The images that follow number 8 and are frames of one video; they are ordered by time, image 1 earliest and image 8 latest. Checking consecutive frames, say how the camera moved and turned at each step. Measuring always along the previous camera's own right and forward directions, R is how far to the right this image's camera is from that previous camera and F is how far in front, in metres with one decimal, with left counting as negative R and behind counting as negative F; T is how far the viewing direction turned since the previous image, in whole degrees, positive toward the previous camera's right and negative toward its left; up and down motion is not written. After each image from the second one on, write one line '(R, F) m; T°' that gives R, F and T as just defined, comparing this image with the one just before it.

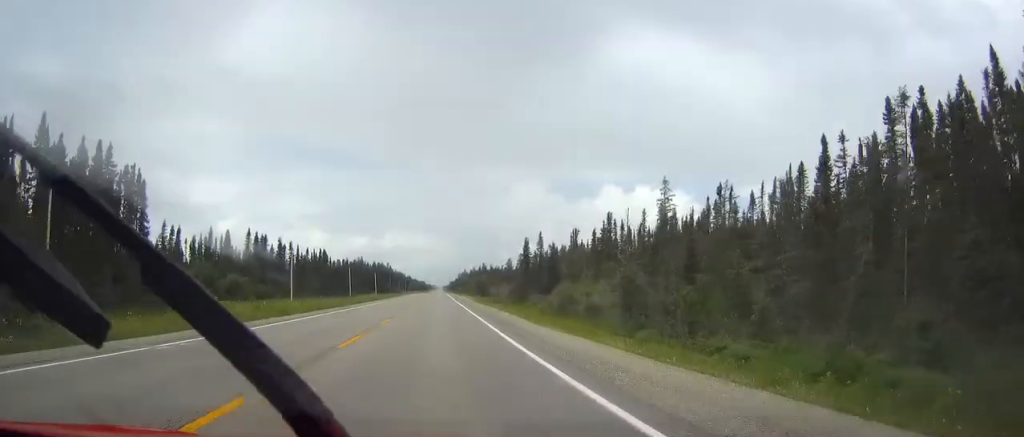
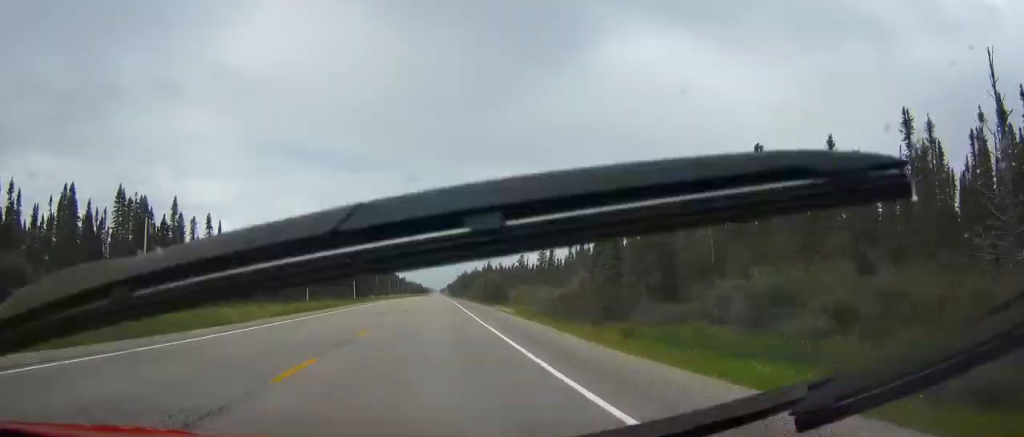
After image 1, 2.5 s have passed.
(0.0, +78.8) m; 0°
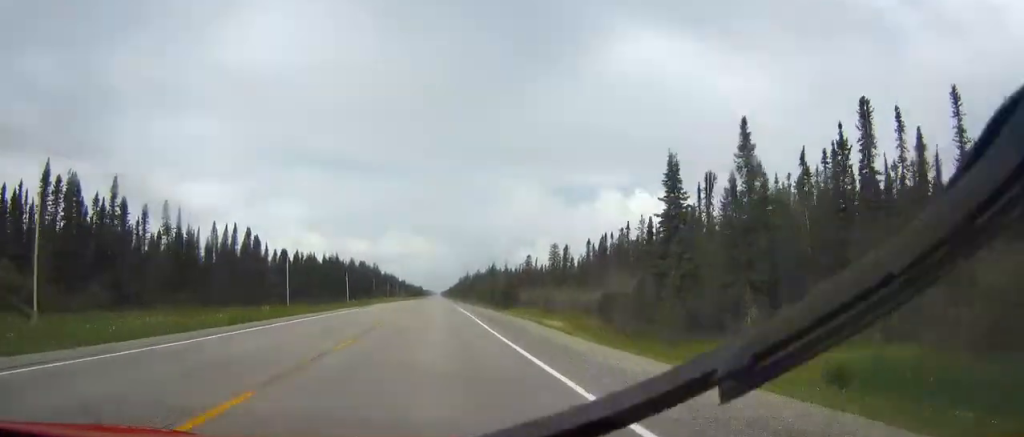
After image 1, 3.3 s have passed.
(0.0, +24.1) m; 0°
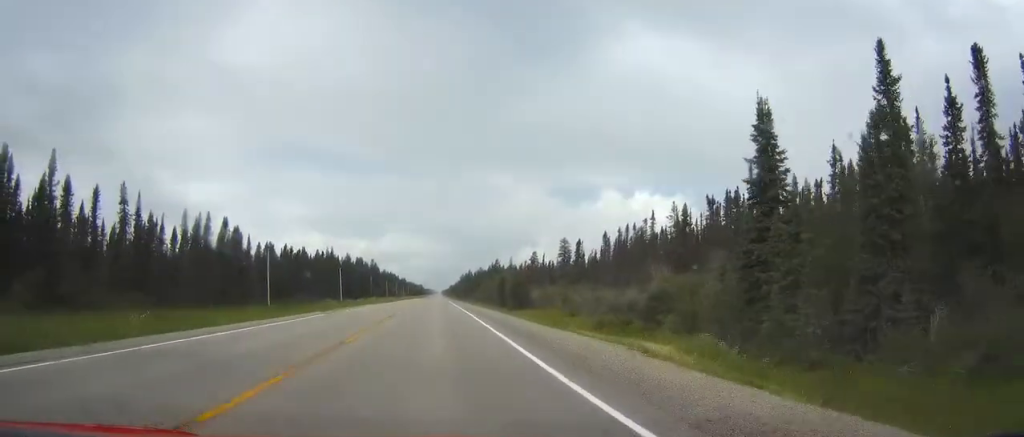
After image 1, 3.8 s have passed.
(0.0, +17.8) m; 0°
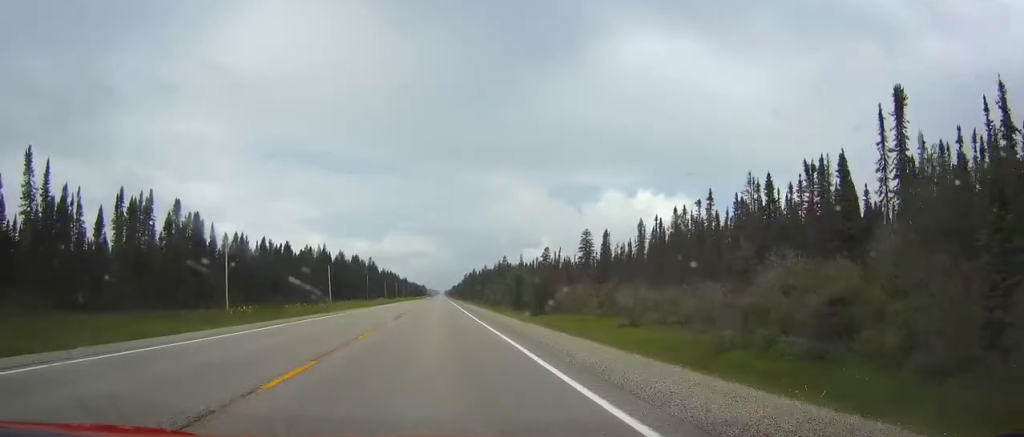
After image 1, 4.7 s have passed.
(0.0, +28.2) m; 0°
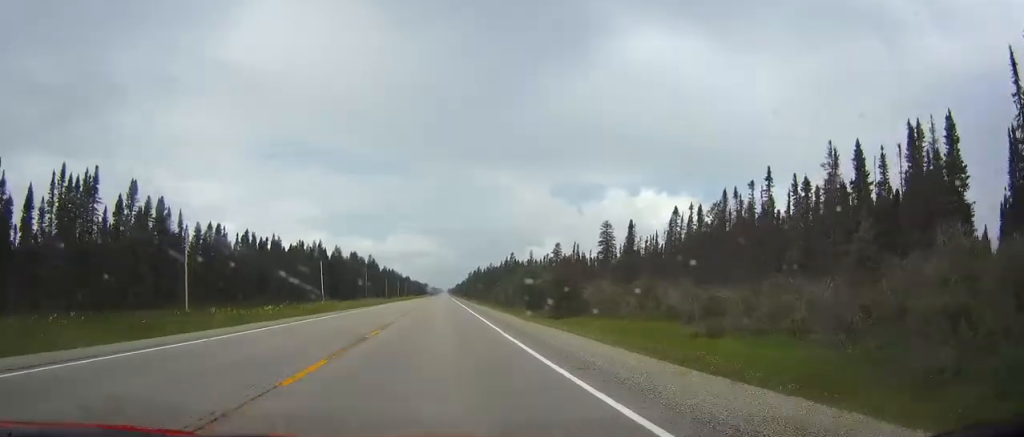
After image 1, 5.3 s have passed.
(0.0, +18.7) m; 0°
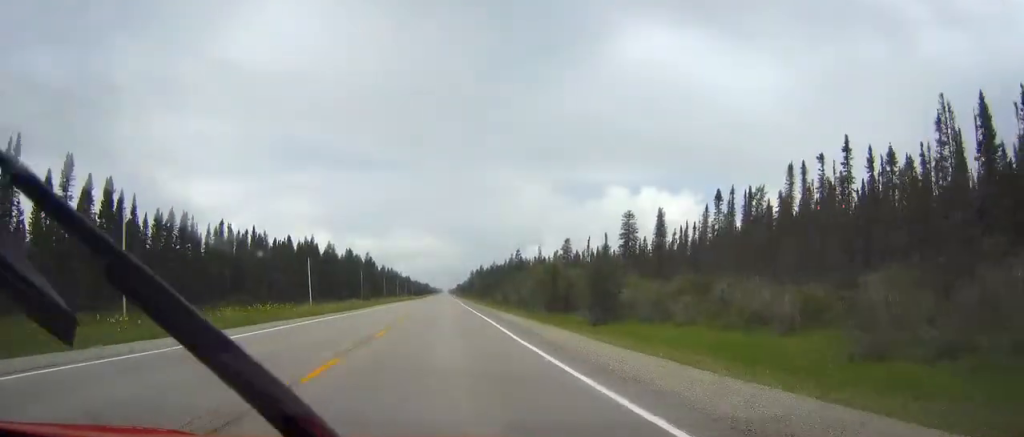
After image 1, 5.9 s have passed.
(0.0, +18.7) m; 0°
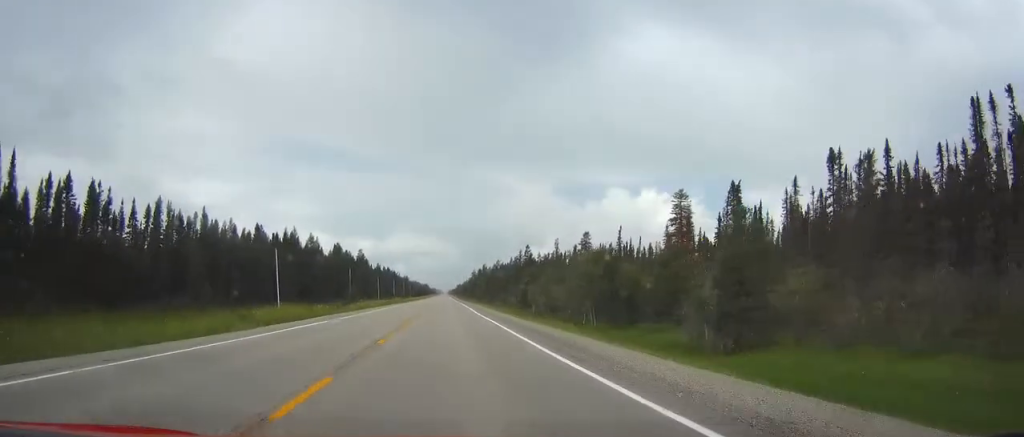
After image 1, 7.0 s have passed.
(0.0, +32.2) m; 0°
